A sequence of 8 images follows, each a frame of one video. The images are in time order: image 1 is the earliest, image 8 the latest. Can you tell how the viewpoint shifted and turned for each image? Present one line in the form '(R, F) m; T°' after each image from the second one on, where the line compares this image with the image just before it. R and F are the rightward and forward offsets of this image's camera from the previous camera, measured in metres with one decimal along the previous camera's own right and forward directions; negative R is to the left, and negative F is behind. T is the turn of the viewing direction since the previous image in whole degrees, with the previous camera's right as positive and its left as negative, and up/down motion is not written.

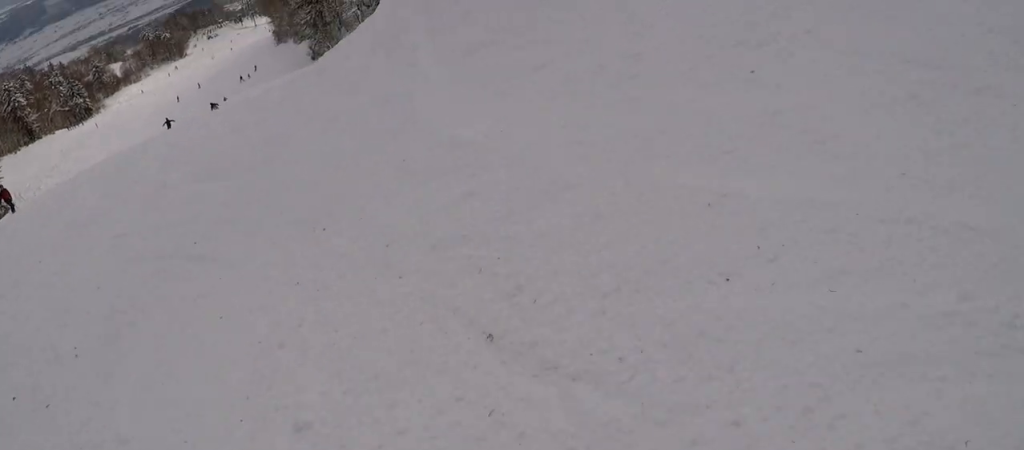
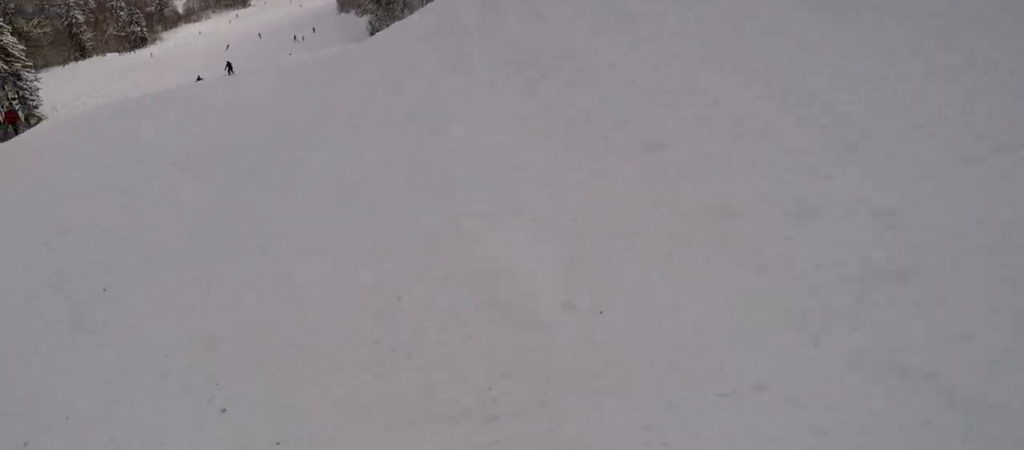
(+0.2, +3.5) m; -5°
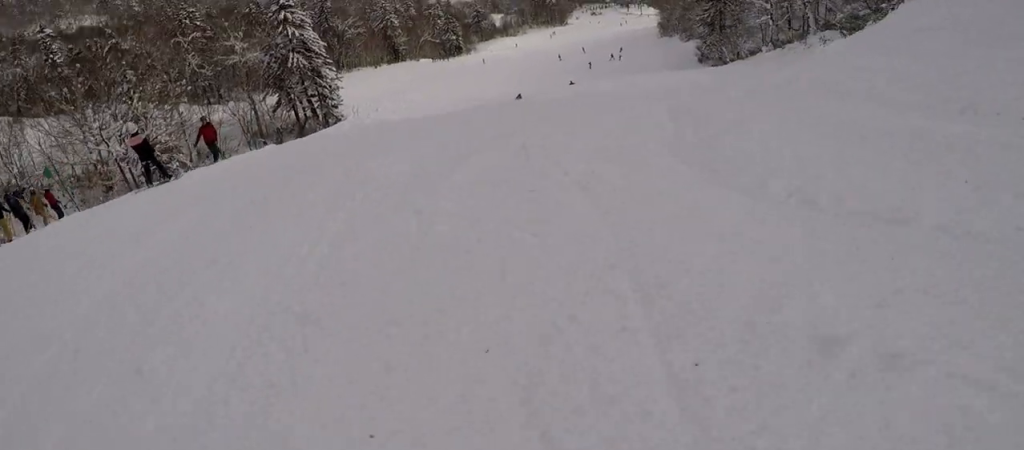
(-3.0, +12.4) m; -17°
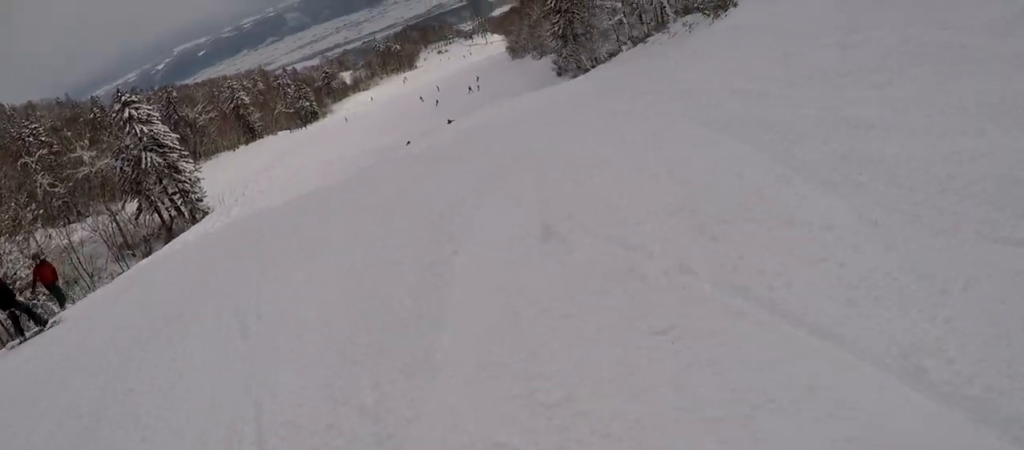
(-0.3, +3.4) m; +7°
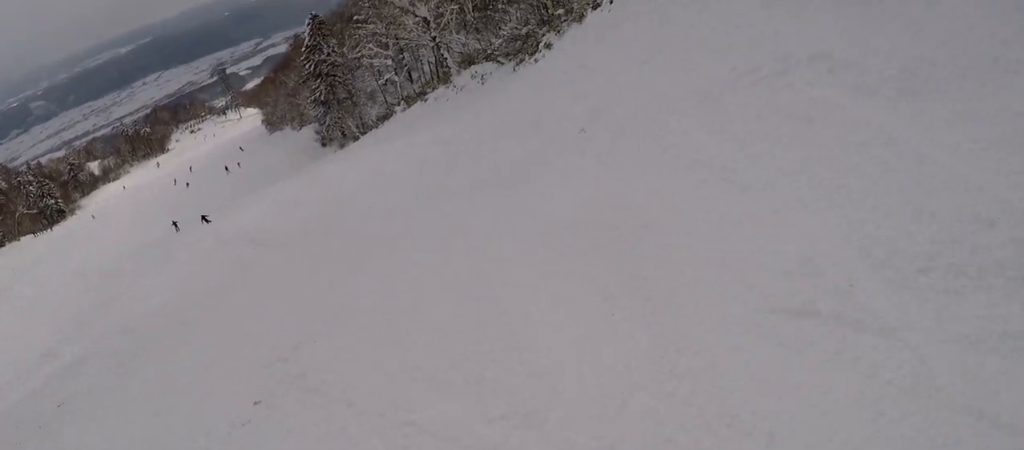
(+2.0, +8.6) m; +13°
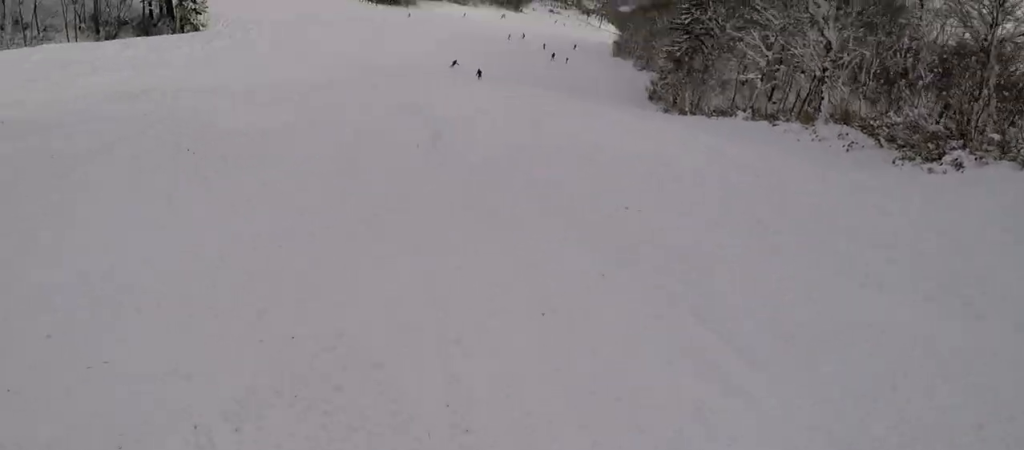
(-0.6, +7.2) m; -14°
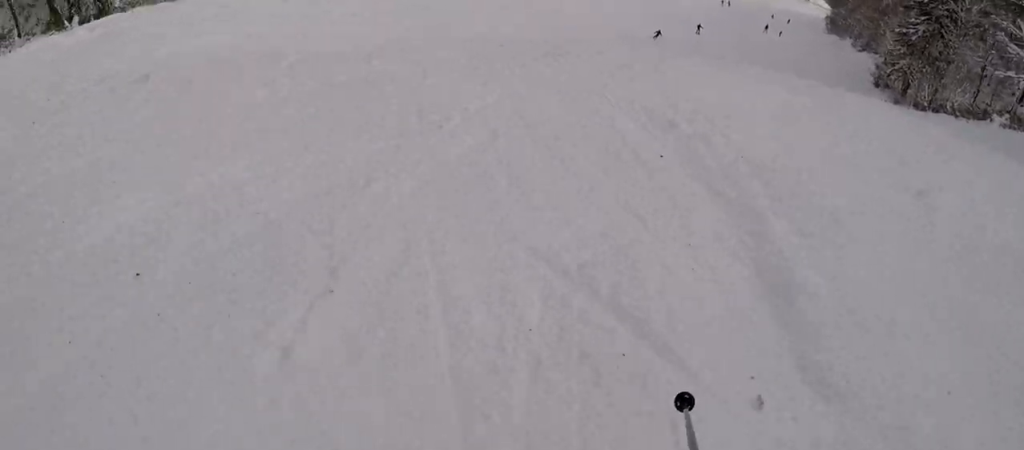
(-1.2, +7.1) m; -5°
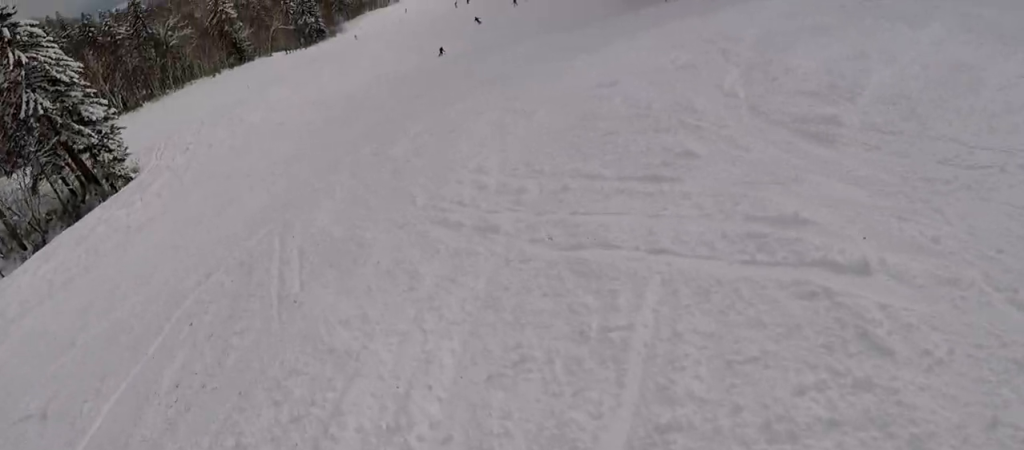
(+0.6, +6.3) m; +17°
